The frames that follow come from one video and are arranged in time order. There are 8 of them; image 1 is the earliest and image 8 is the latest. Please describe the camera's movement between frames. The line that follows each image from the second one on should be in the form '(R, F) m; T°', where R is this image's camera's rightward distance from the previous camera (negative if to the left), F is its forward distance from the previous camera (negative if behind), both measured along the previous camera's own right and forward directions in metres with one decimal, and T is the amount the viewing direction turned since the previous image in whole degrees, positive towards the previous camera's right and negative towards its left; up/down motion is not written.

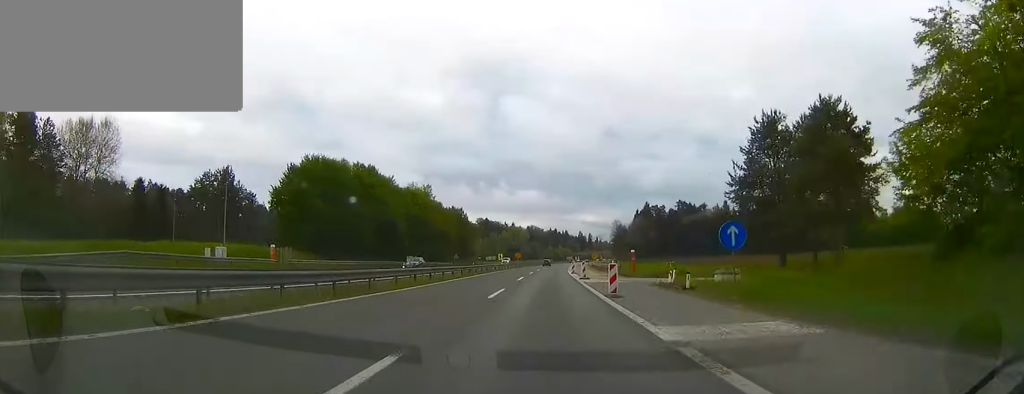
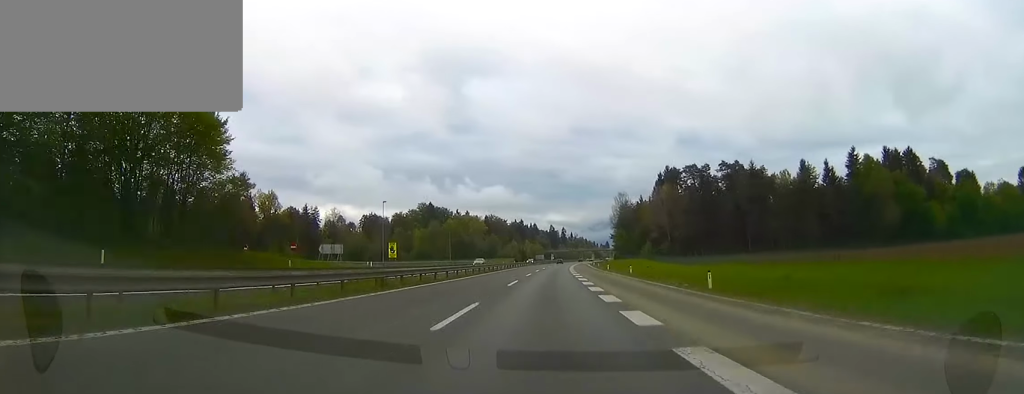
(+6.3, +119.4) m; +5°
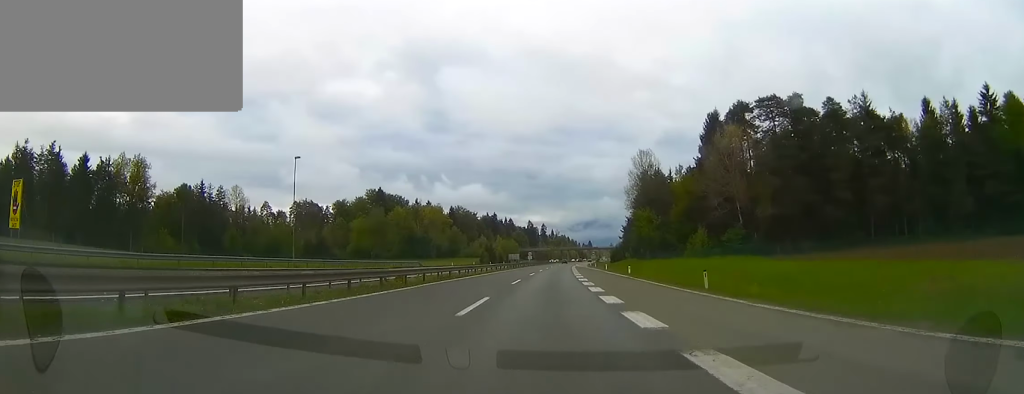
(+1.2, +70.9) m; +2°
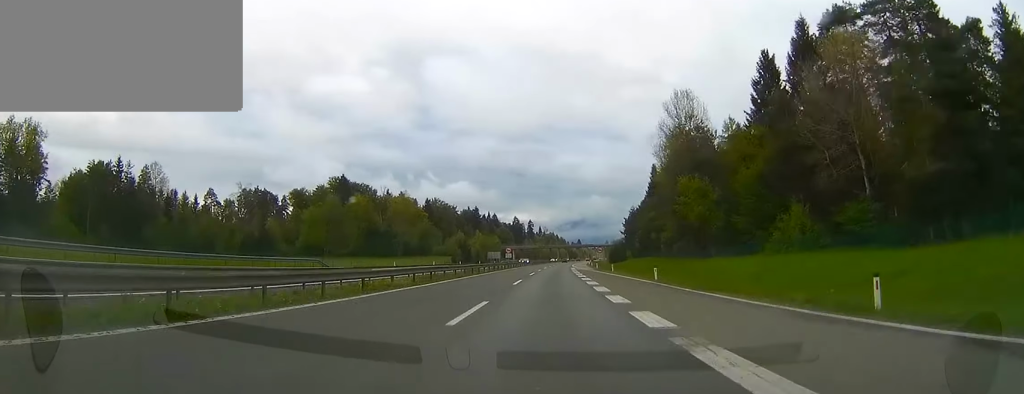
(+1.0, +38.7) m; +1°
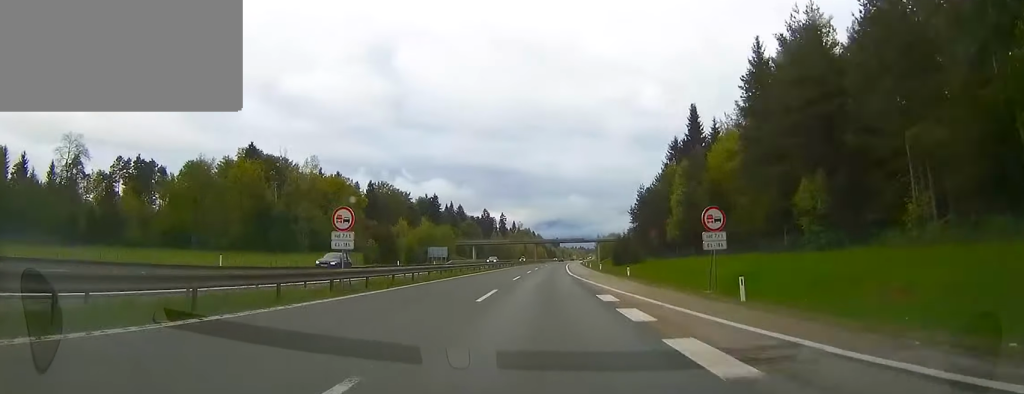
(+0.7, +67.0) m; +1°
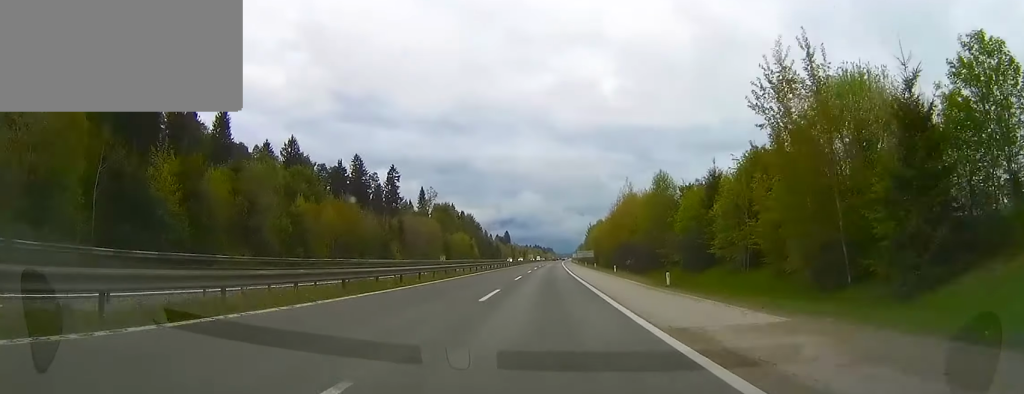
(+8.0, +202.6) m; +5°
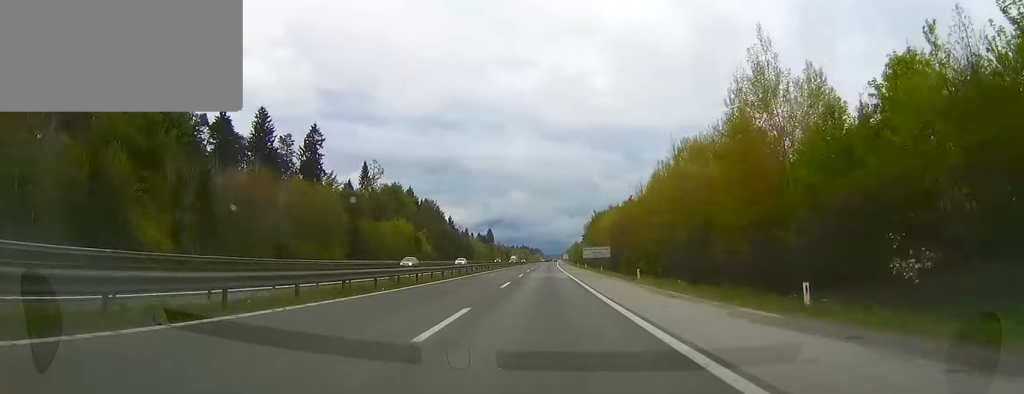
(+0.8, +64.2) m; +1°
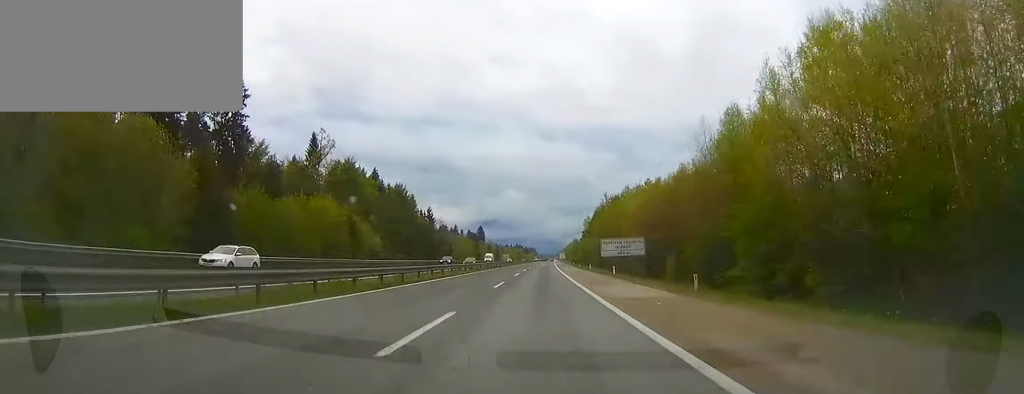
(+0.1, +38.1) m; +1°
